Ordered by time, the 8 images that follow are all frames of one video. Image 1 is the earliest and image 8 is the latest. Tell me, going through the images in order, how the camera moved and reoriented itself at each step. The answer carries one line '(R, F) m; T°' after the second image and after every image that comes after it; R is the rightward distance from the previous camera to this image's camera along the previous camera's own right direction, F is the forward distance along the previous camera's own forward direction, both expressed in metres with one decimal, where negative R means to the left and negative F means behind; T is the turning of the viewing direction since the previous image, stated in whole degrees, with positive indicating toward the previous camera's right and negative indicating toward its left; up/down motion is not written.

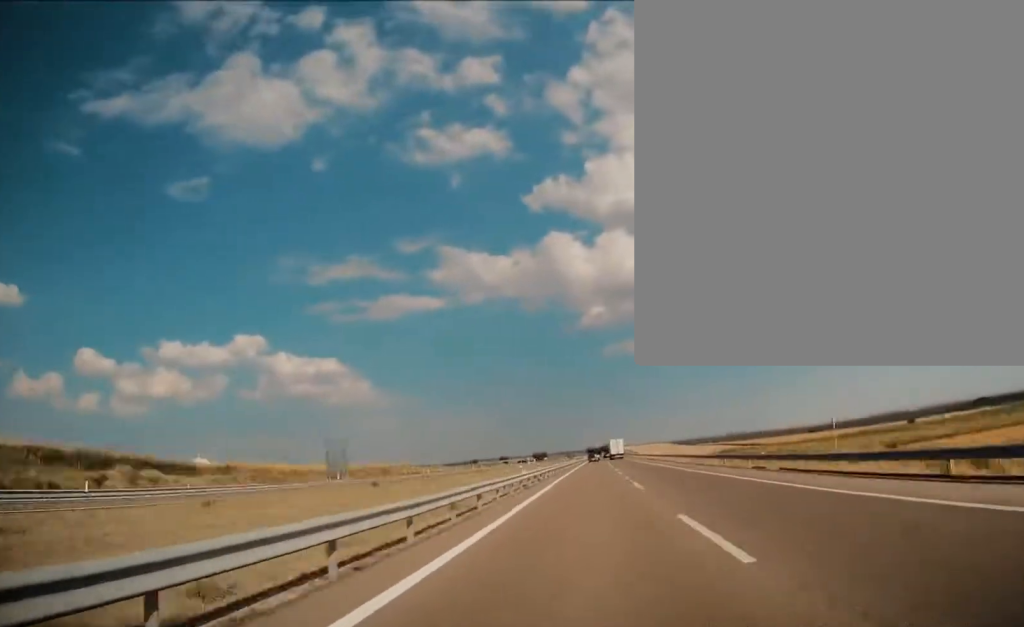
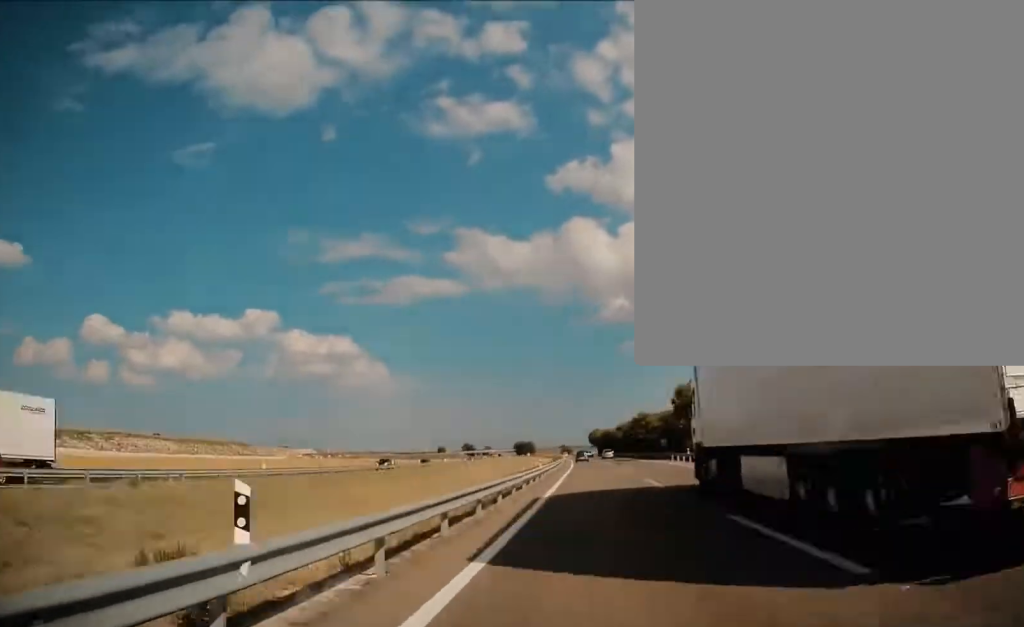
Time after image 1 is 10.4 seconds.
(-1.5, +396.4) m; -3°
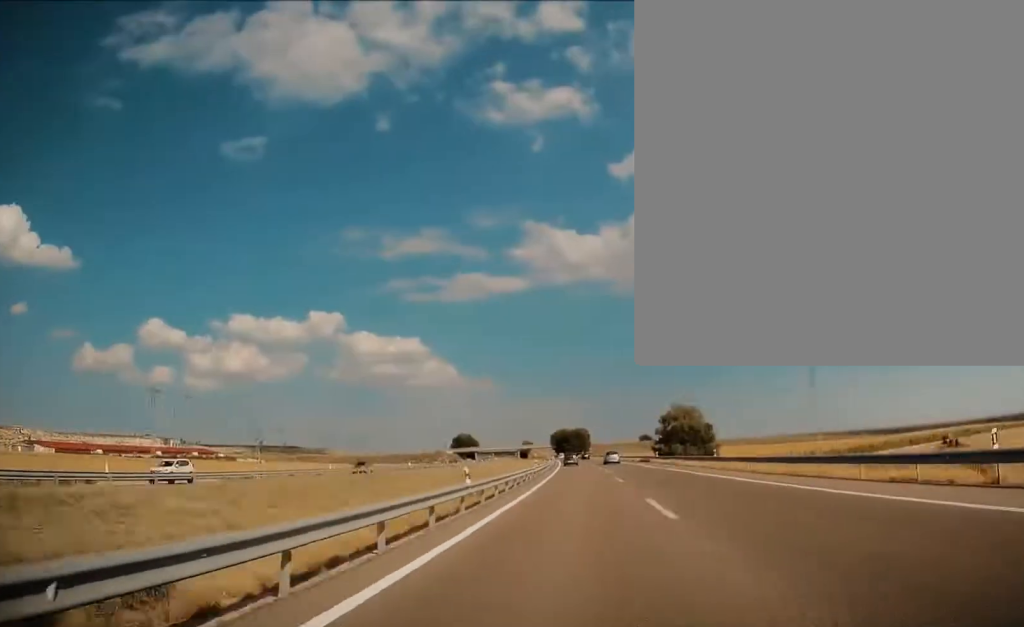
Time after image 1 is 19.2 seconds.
(-14.8, +330.3) m; -6°
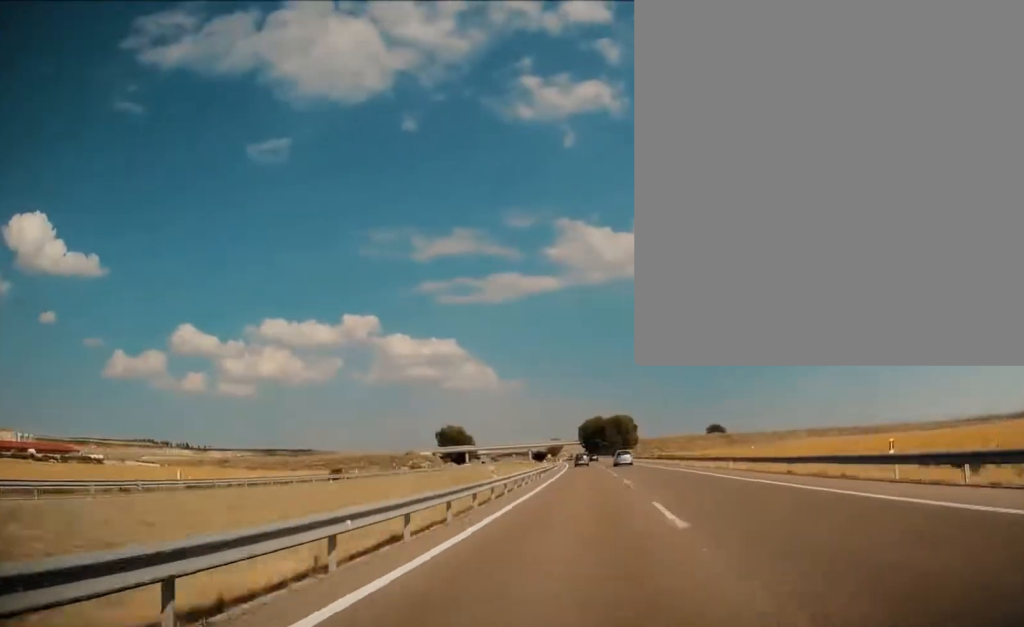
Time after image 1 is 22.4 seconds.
(-5.6, +119.8) m; -2°
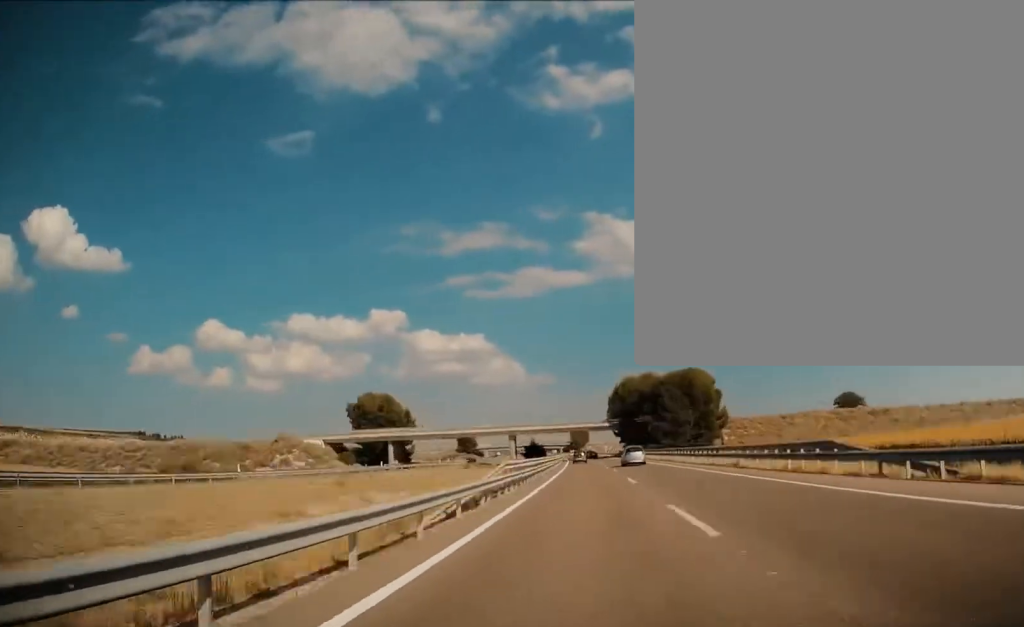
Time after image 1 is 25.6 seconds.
(-2.2, +120.0) m; -2°
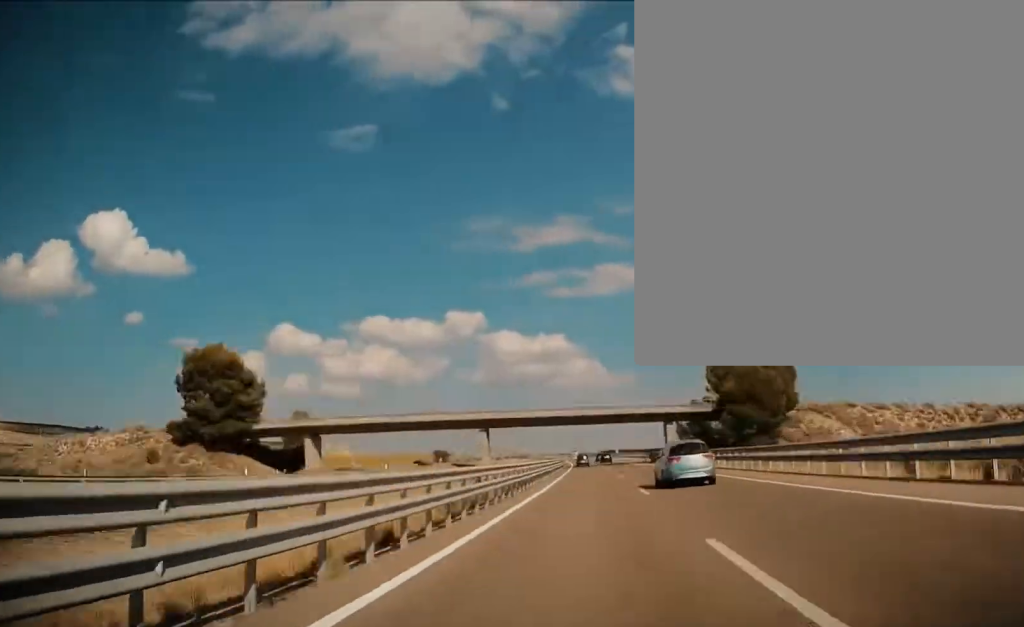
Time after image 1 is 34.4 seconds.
(-17.7, +334.7) m; -7°
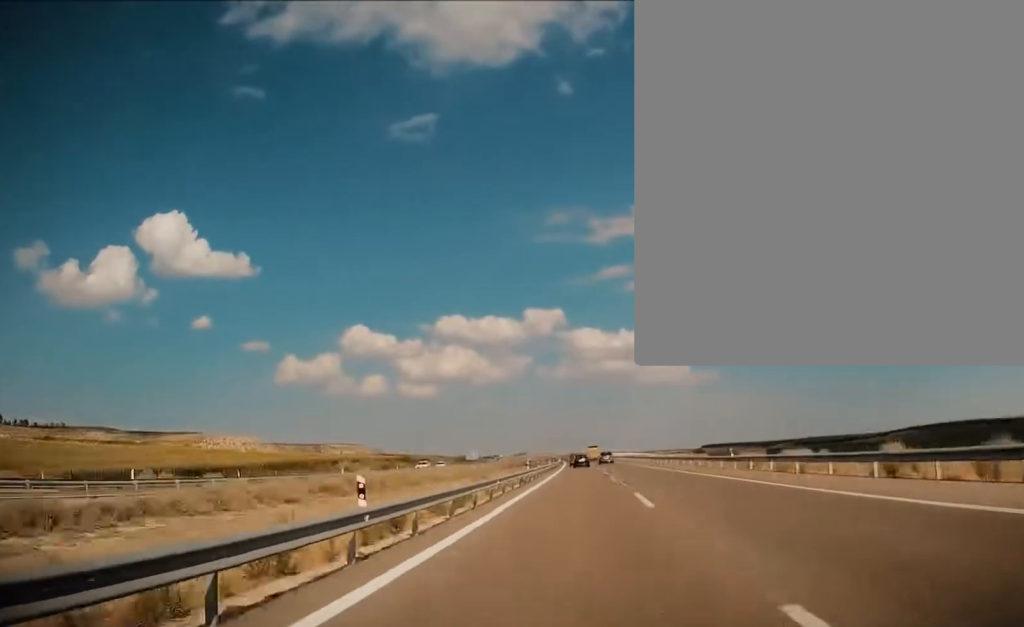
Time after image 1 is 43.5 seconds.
(-19.0, +346.2) m; -6°
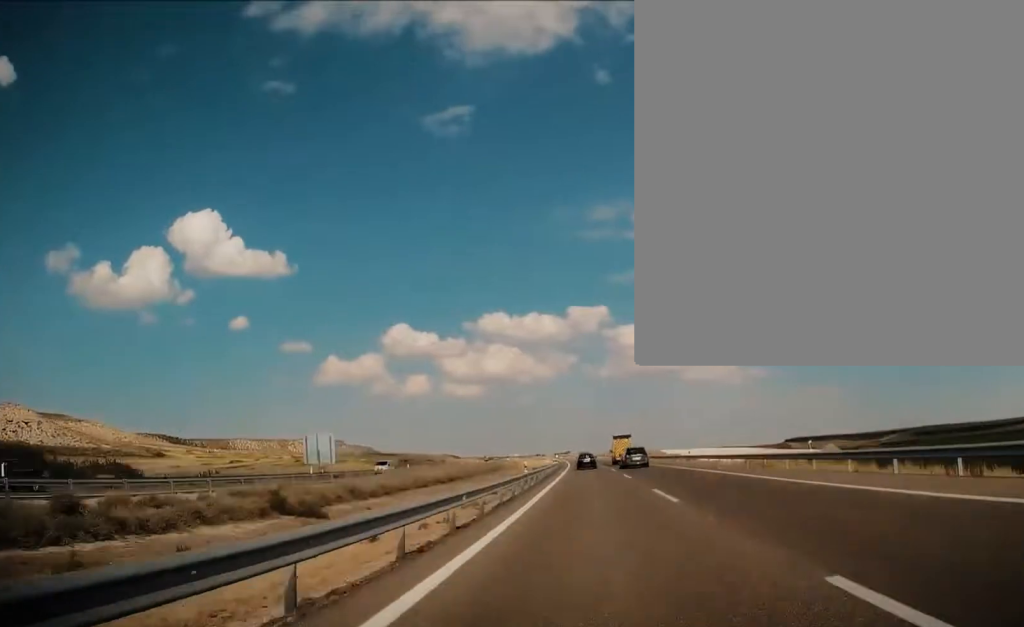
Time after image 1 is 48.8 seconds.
(-9.3, +202.5) m; -4°
